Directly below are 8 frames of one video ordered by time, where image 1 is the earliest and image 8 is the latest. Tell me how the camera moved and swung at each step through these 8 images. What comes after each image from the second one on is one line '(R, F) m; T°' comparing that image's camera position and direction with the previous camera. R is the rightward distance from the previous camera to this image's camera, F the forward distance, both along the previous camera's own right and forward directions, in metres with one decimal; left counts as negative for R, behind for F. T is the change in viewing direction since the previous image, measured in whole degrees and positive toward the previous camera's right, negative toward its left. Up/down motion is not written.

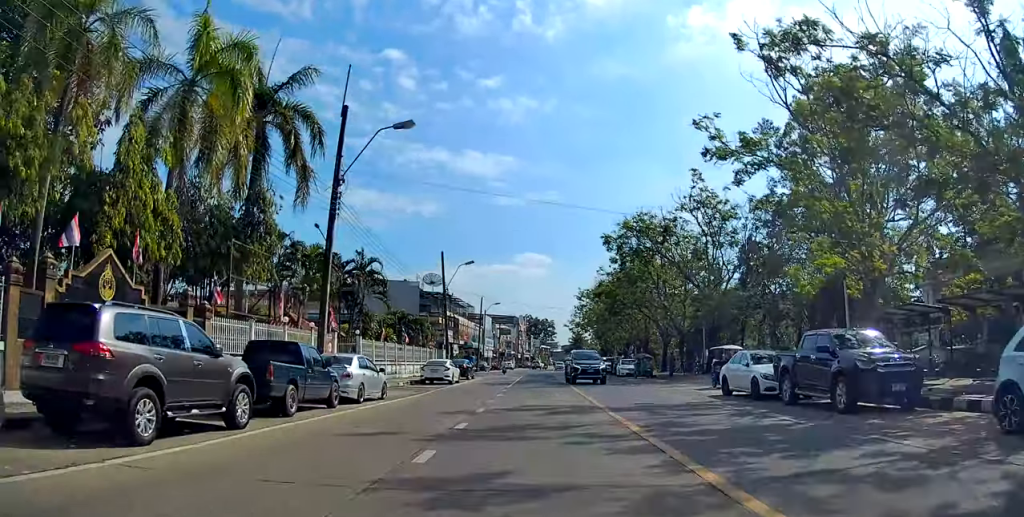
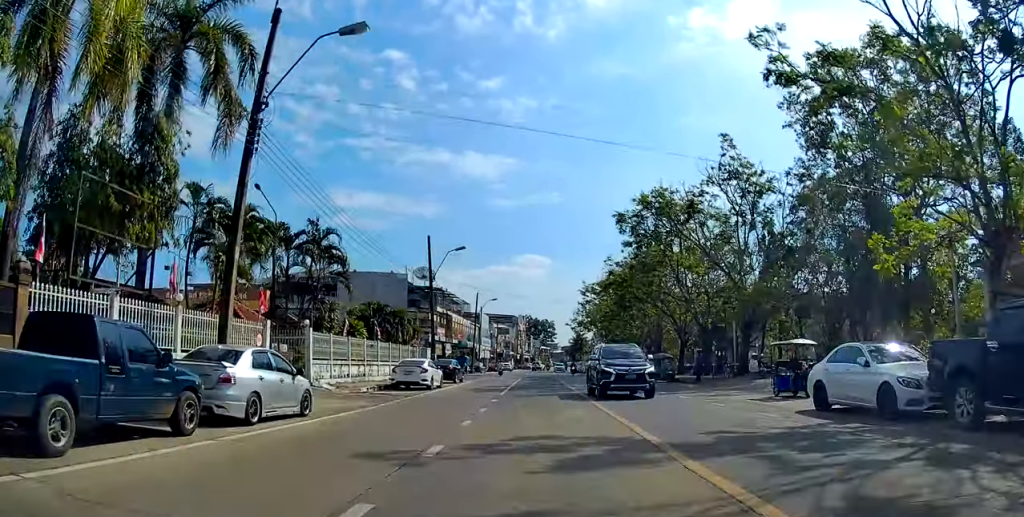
(0.0, +8.2) m; 0°
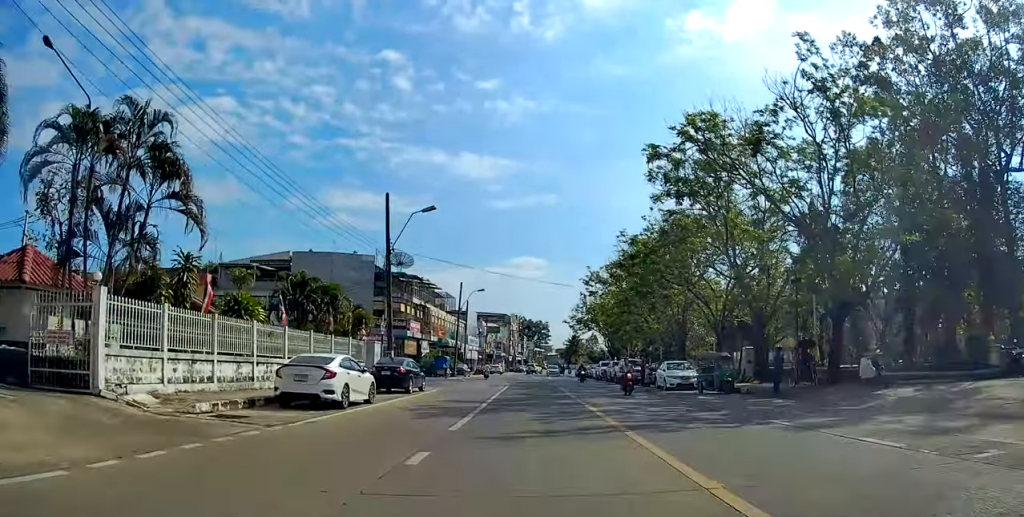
(+0.1, +14.5) m; 0°
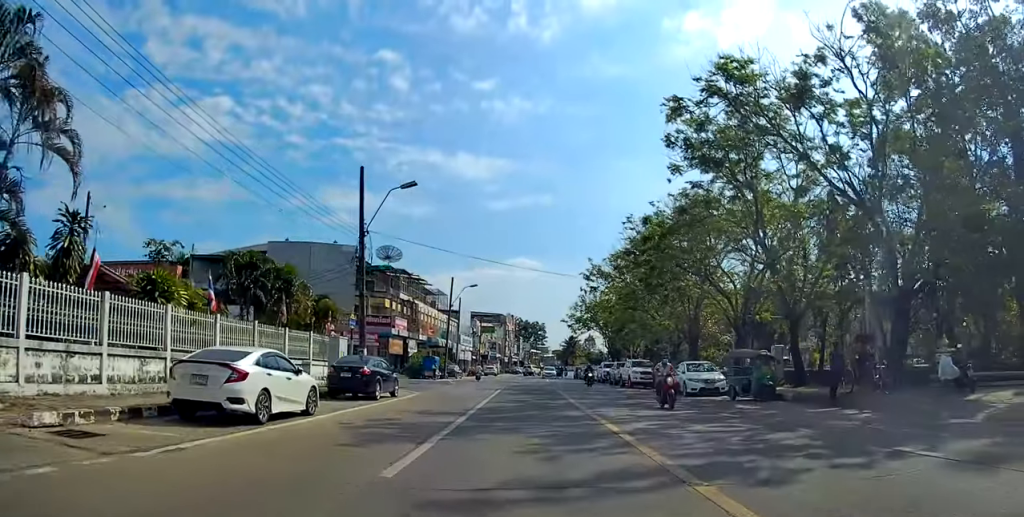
(0.0, +4.9) m; 0°
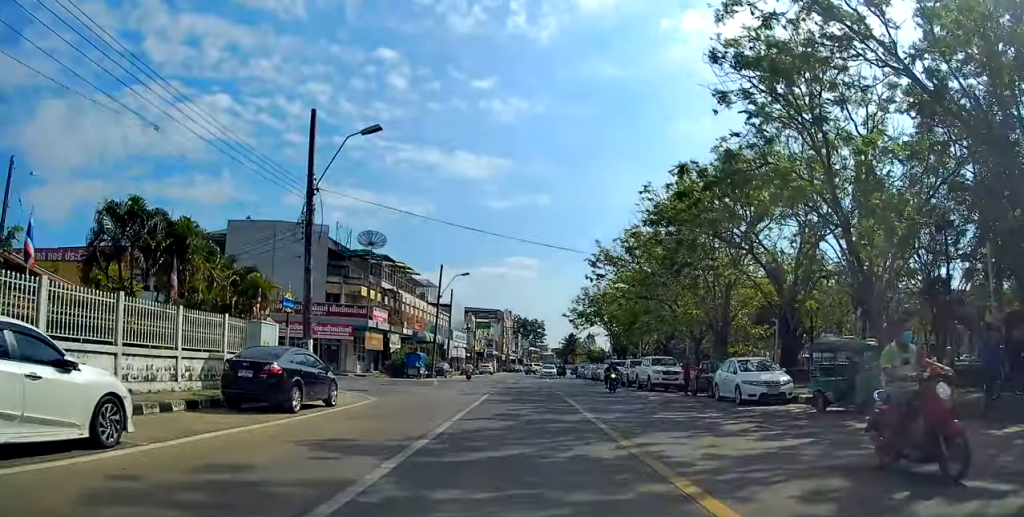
(0.0, +8.4) m; -1°
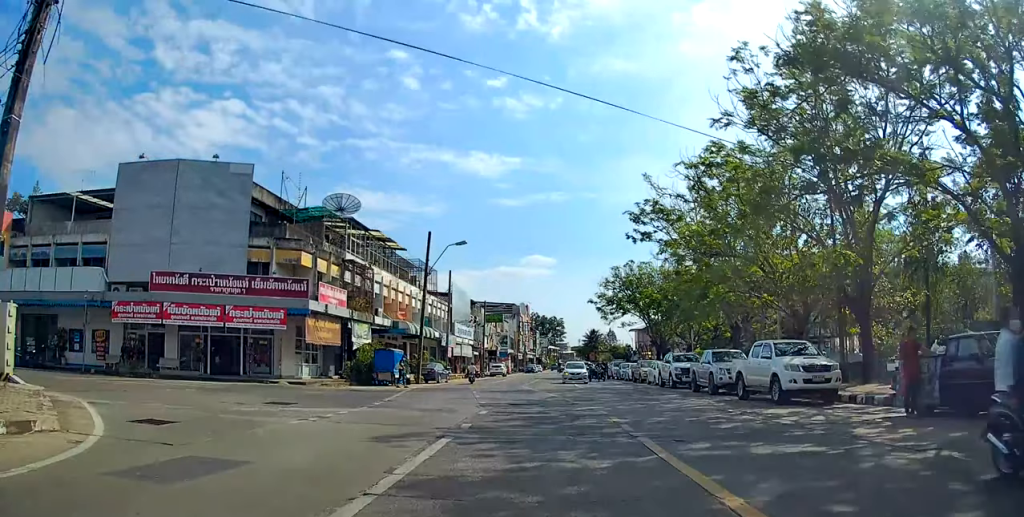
(-0.1, +17.7) m; +1°
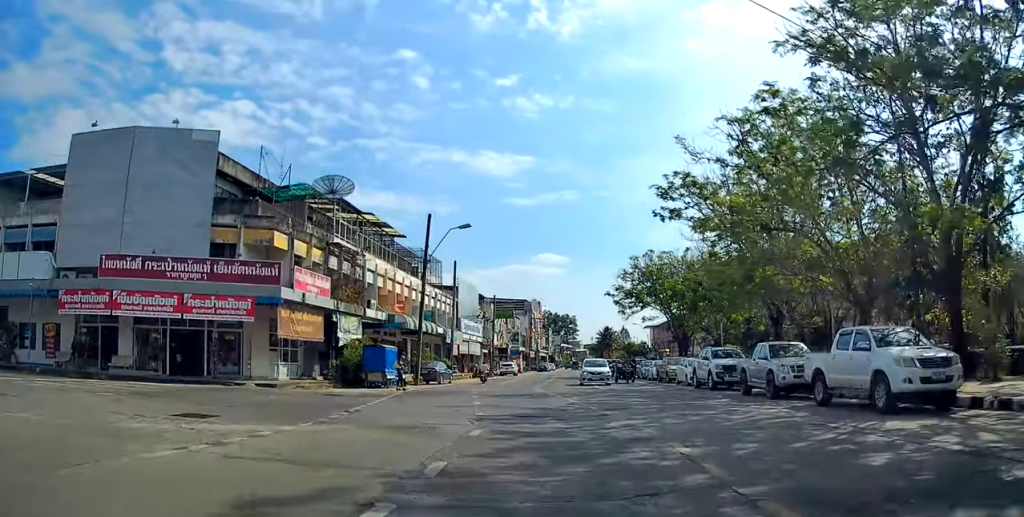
(0.0, +5.6) m; +1°
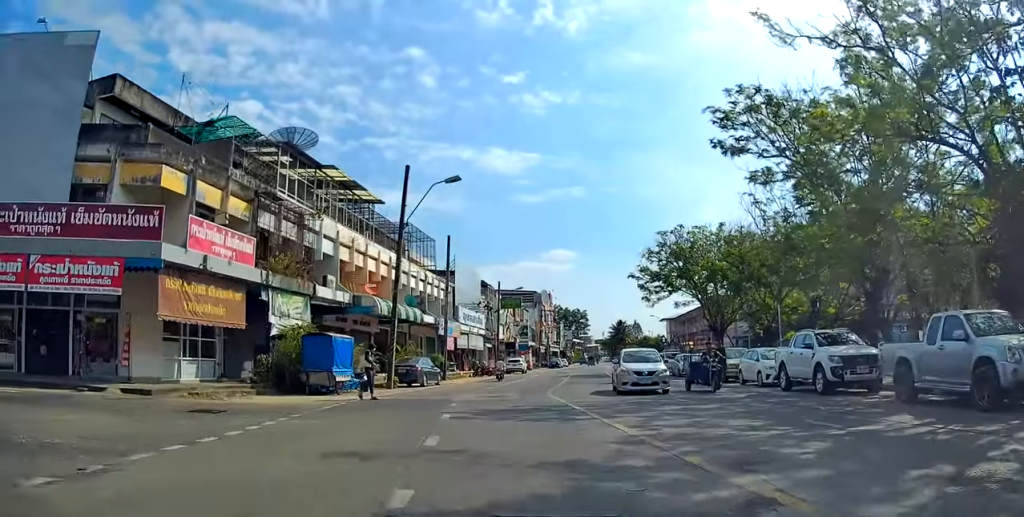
(+0.2, +11.3) m; +1°
